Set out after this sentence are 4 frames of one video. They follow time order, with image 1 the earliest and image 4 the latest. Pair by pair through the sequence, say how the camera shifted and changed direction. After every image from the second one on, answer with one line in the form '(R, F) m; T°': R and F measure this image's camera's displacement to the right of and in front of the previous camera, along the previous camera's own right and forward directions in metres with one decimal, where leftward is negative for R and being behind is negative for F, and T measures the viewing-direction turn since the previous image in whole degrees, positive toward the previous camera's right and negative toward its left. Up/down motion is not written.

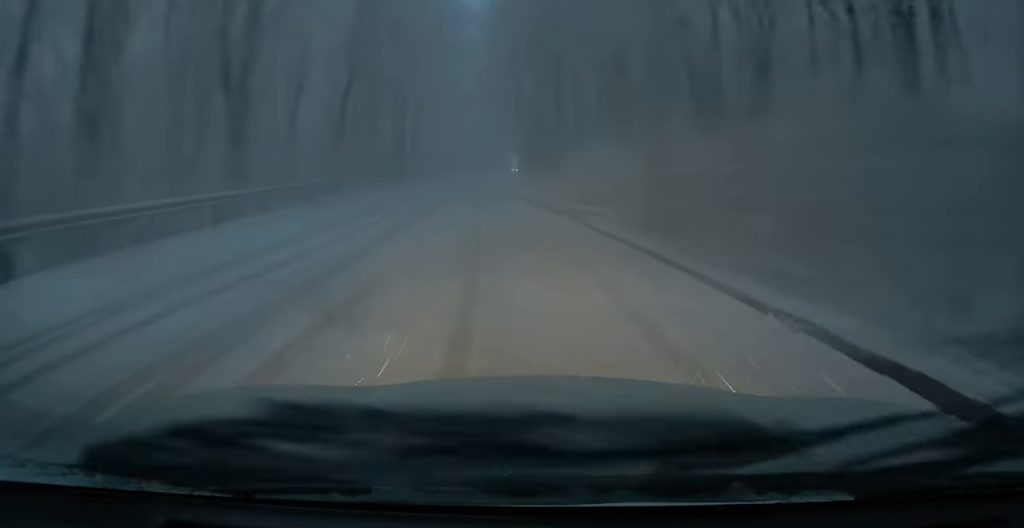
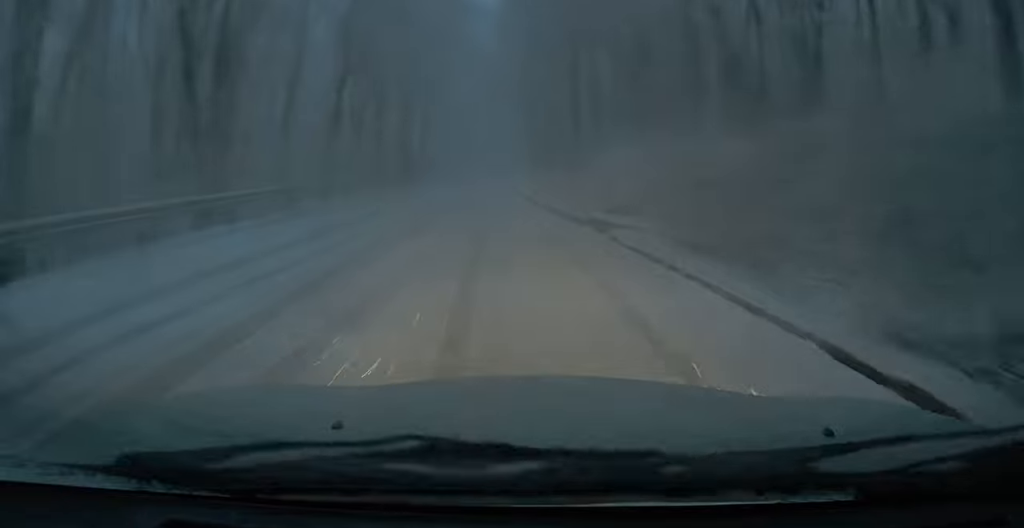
(+0.2, +3.7) m; -1°
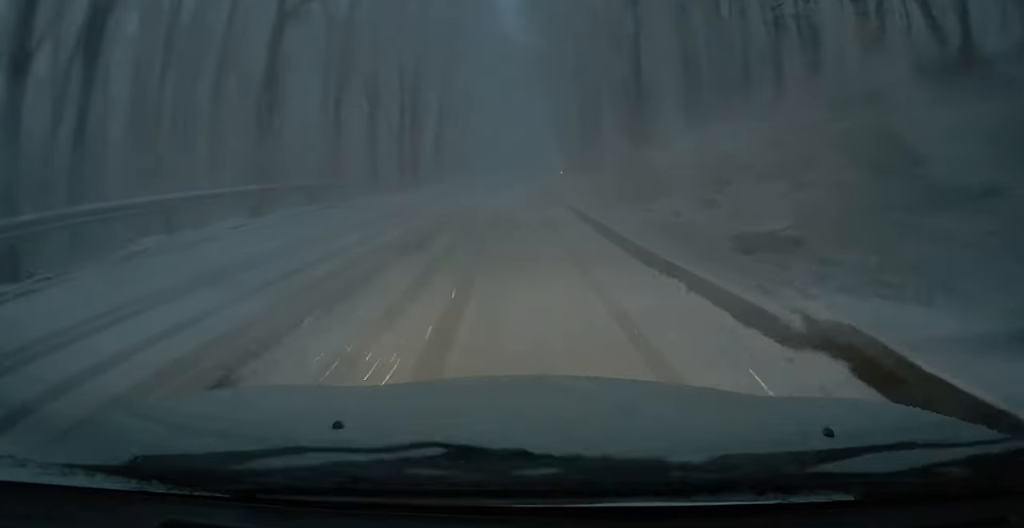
(-0.5, +11.8) m; -8°
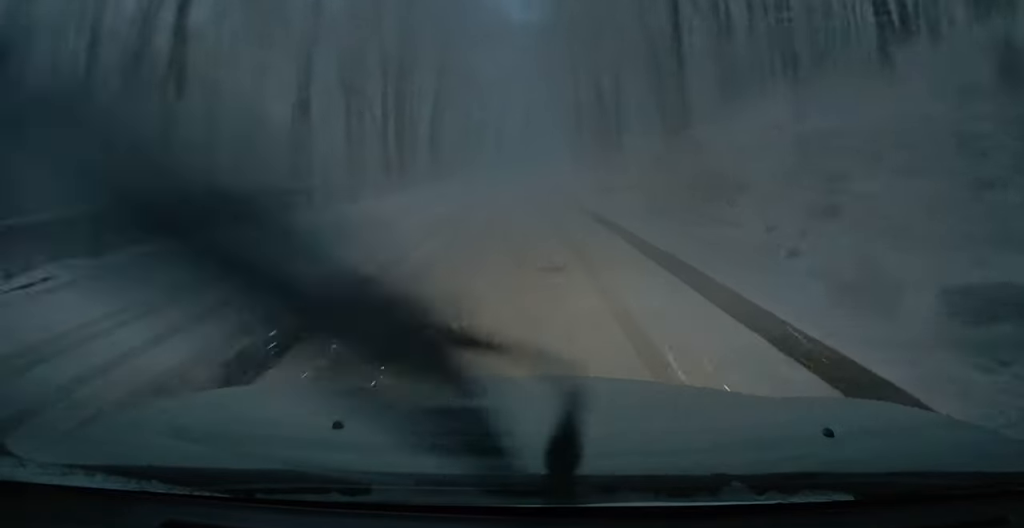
(-0.3, +6.4) m; -3°
